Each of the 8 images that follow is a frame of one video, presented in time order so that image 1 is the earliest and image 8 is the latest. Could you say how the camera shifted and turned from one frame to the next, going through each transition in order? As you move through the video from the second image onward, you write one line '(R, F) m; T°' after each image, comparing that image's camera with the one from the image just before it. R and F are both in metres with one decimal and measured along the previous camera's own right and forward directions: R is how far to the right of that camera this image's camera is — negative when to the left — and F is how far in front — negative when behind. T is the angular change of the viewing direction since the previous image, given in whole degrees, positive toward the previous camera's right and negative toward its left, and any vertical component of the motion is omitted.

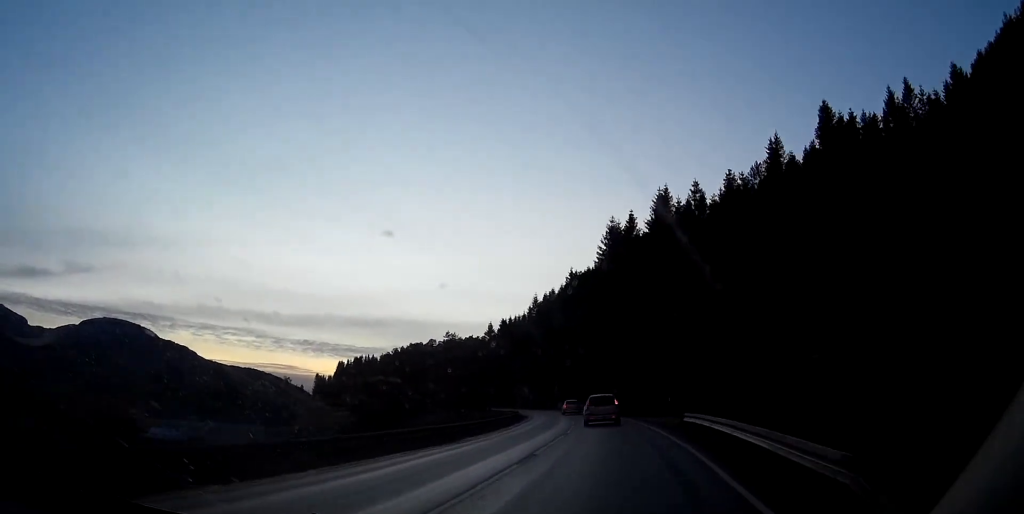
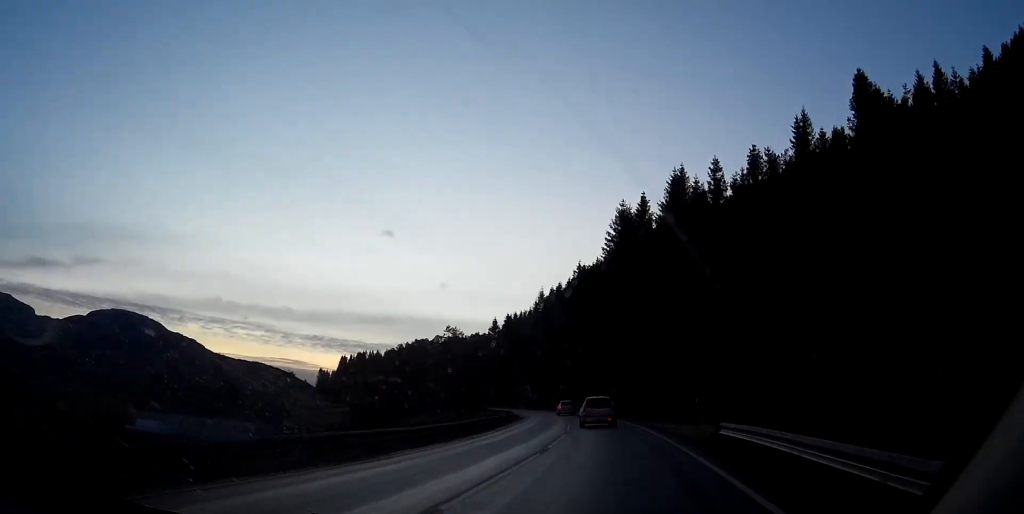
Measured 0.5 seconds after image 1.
(-0.1, +8.4) m; -1°
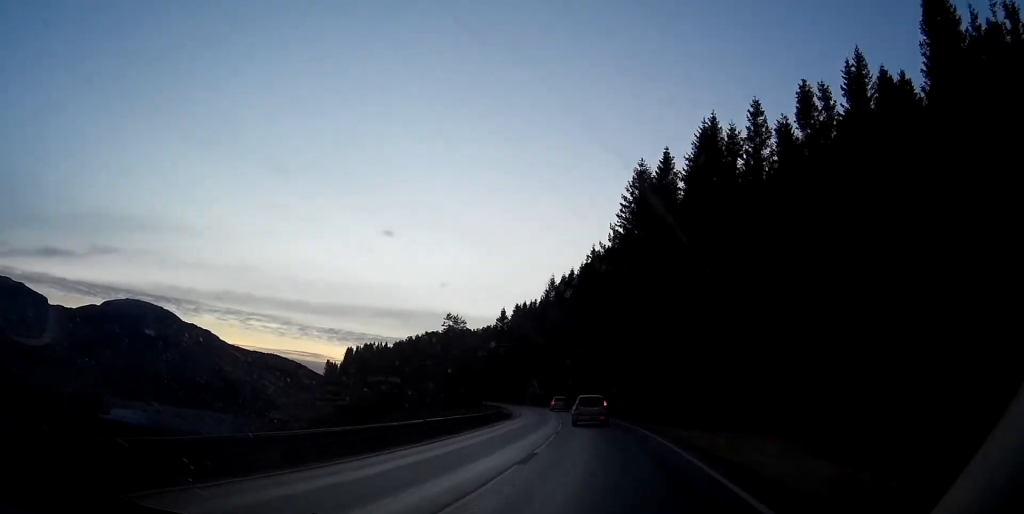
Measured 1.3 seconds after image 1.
(-0.2, +14.5) m; -1°
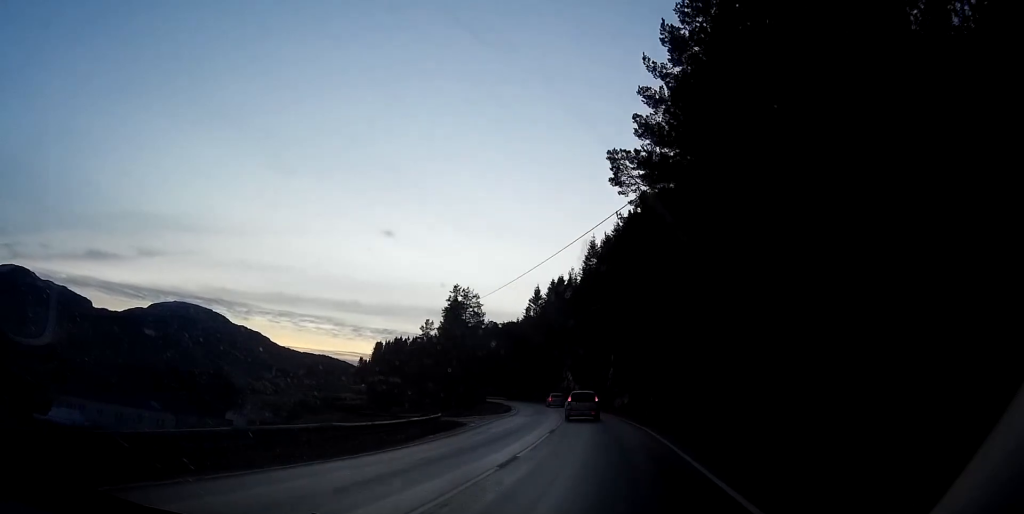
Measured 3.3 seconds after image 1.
(-1.1, +36.4) m; -4°
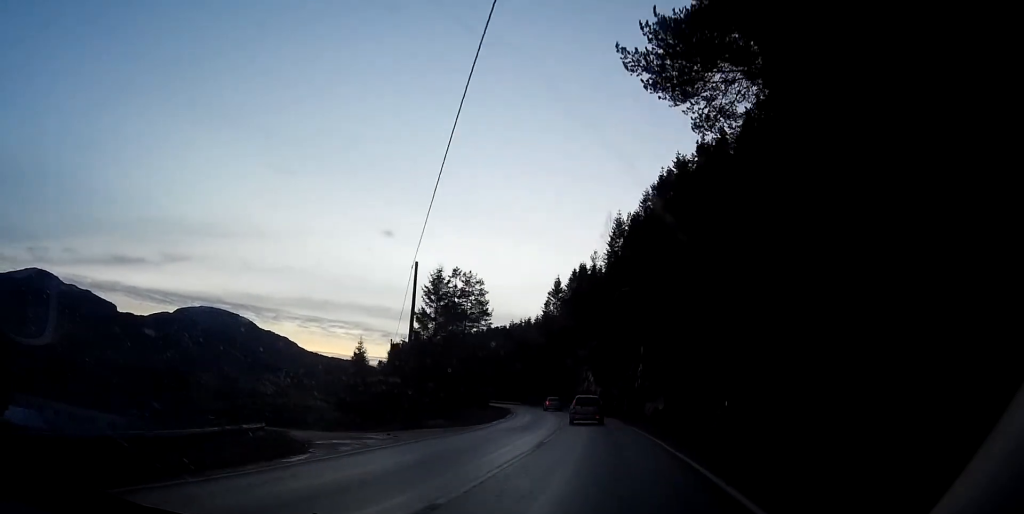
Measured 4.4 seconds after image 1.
(-0.5, +18.8) m; -3°
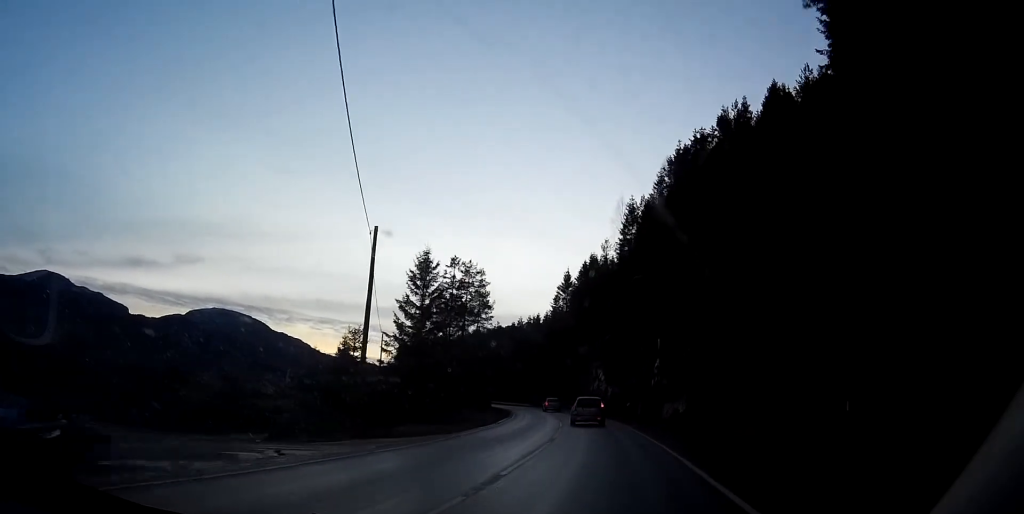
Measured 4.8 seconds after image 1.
(-0.1, +8.1) m; -1°
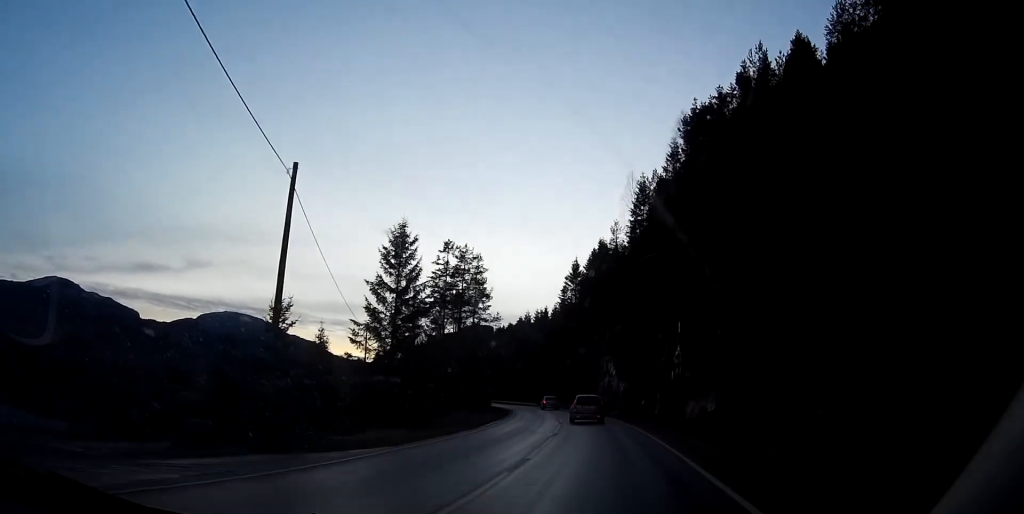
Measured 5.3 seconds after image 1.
(-0.2, +8.6) m; -1°
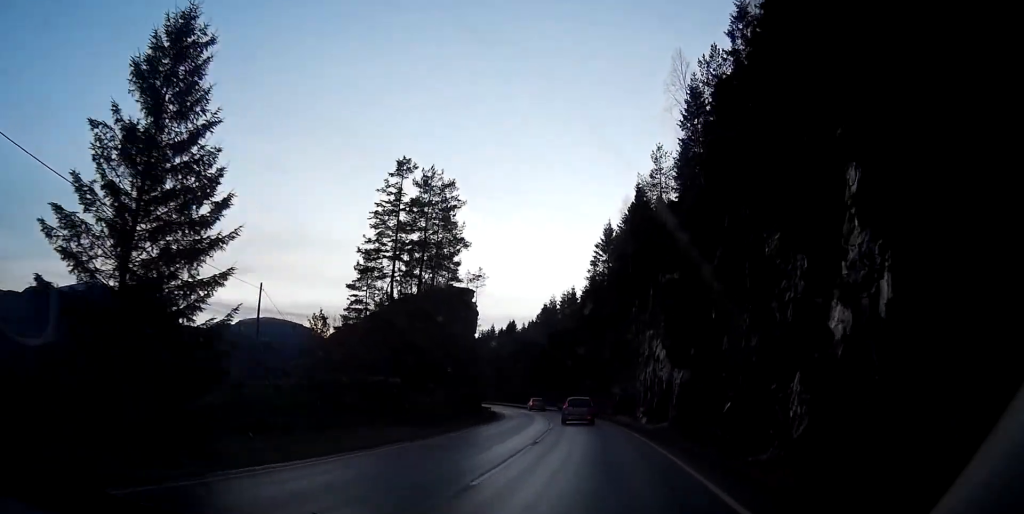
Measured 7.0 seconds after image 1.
(-1.0, +28.9) m; -4°
